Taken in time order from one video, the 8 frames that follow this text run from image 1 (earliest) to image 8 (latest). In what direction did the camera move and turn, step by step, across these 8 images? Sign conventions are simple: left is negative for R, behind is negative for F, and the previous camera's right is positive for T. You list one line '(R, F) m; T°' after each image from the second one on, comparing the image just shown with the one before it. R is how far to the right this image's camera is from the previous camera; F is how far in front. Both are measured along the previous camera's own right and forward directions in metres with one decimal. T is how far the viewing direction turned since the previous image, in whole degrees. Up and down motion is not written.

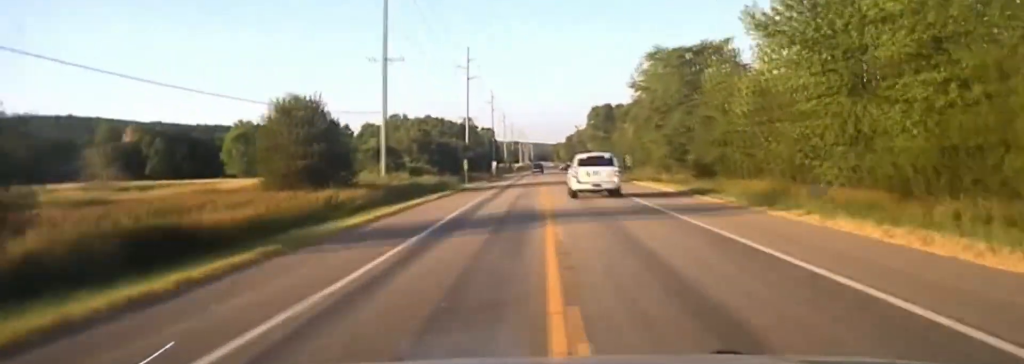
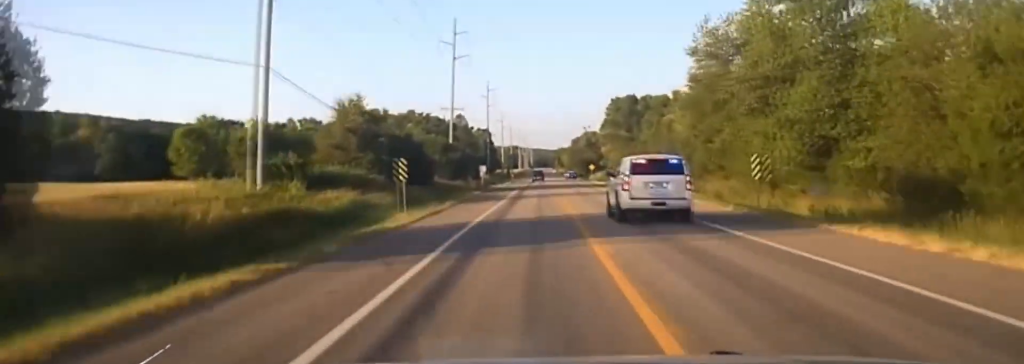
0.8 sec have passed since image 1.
(-0.2, +40.0) m; 0°
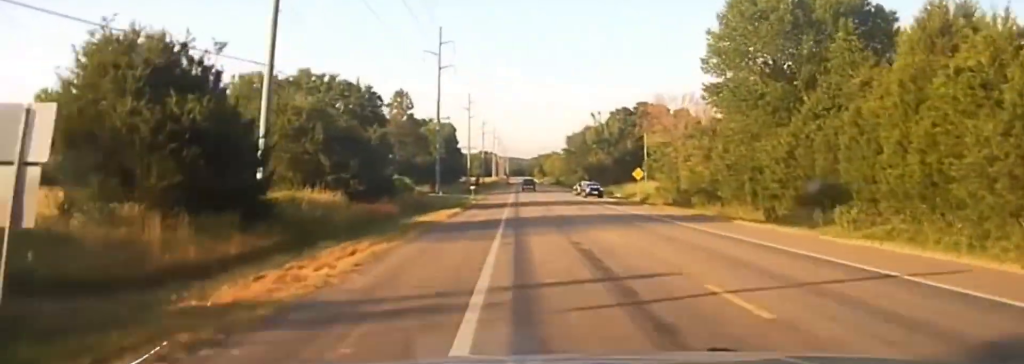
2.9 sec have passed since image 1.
(+0.8, +93.0) m; +1°
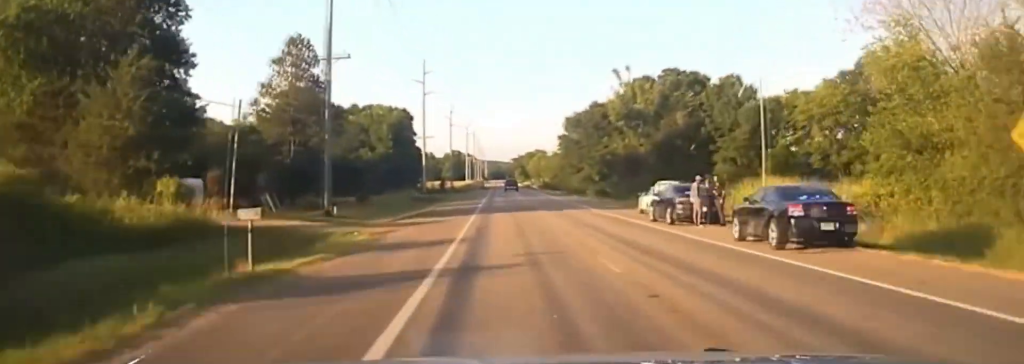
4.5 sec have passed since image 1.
(+0.5, +68.5) m; +1°
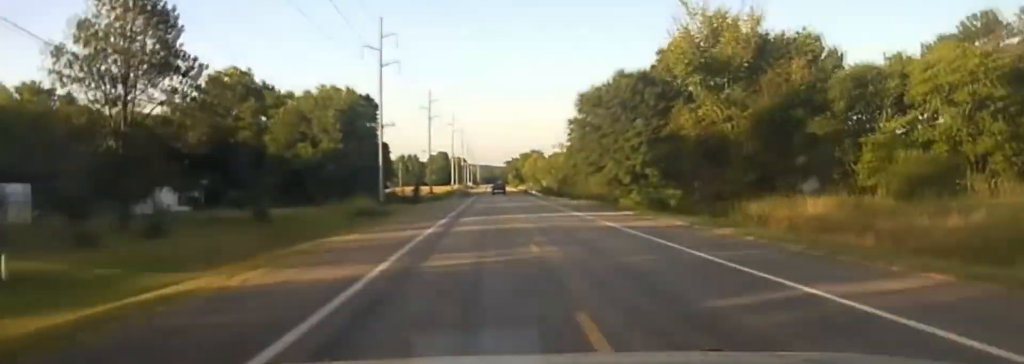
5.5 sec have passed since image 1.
(+0.5, +43.9) m; +1°
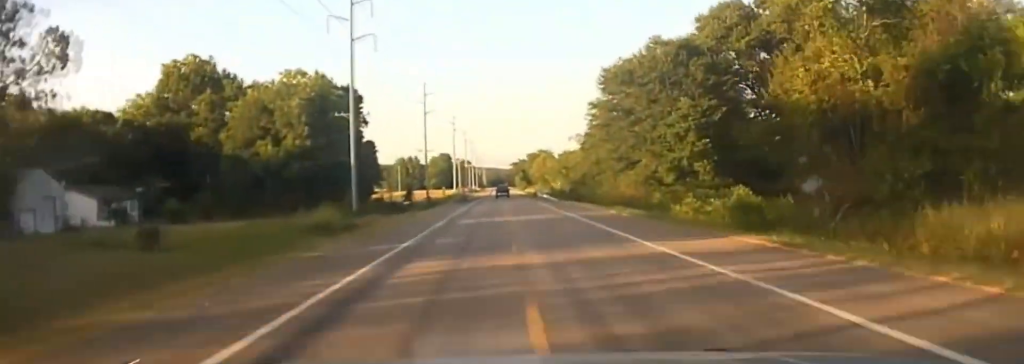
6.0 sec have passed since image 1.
(0.0, +22.0) m; 0°
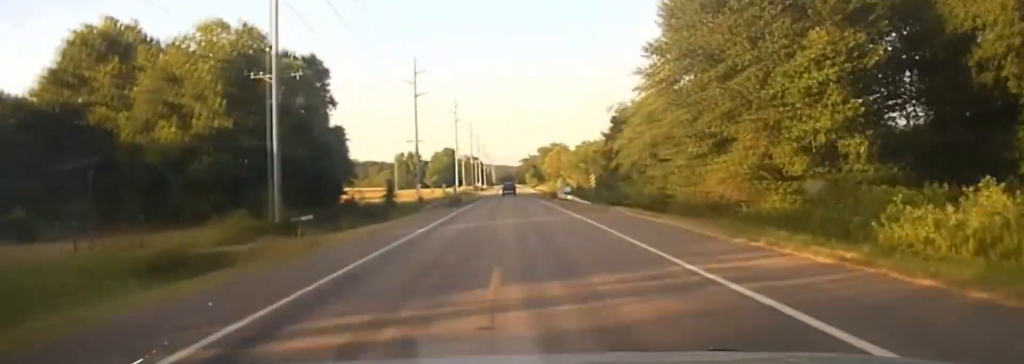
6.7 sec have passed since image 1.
(-0.1, +31.3) m; -1°
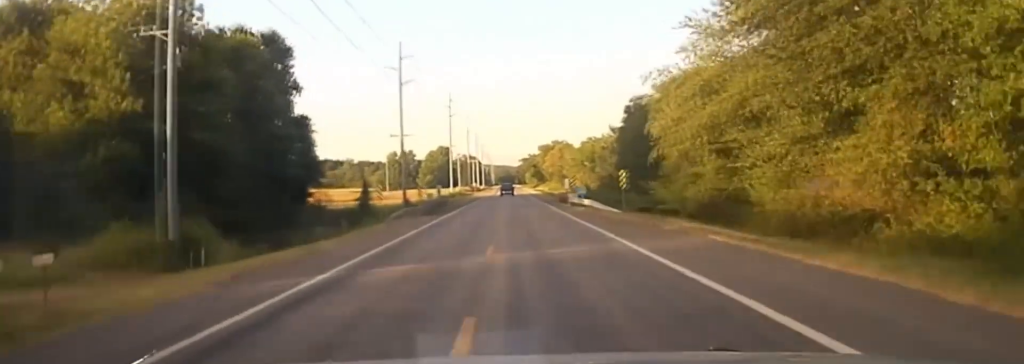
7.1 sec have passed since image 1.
(0.0, +18.1) m; 0°
